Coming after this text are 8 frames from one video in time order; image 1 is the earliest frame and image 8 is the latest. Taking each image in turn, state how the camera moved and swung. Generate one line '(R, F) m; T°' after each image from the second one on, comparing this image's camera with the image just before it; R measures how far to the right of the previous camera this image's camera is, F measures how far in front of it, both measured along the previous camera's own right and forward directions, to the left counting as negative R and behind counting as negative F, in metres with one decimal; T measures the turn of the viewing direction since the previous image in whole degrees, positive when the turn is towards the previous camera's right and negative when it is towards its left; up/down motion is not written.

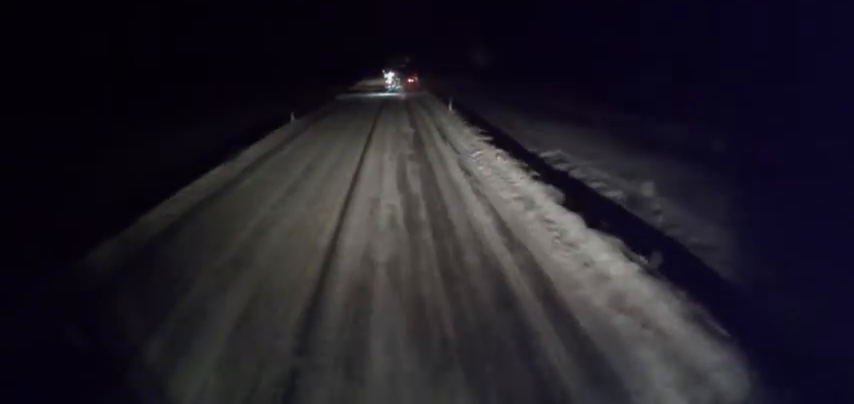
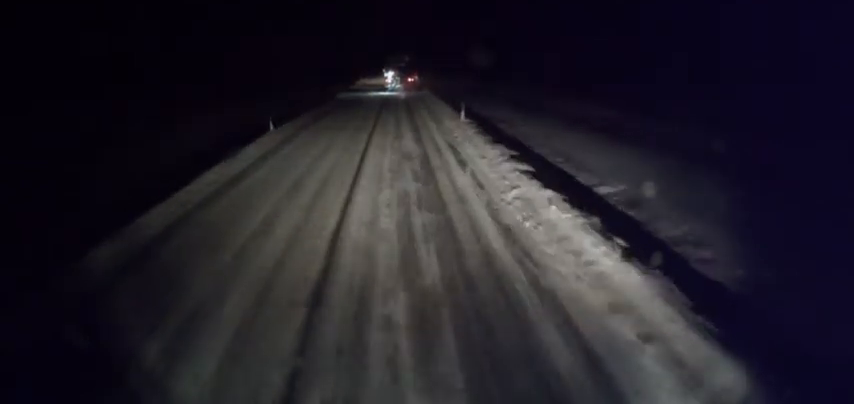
(0.0, +4.6) m; +1°
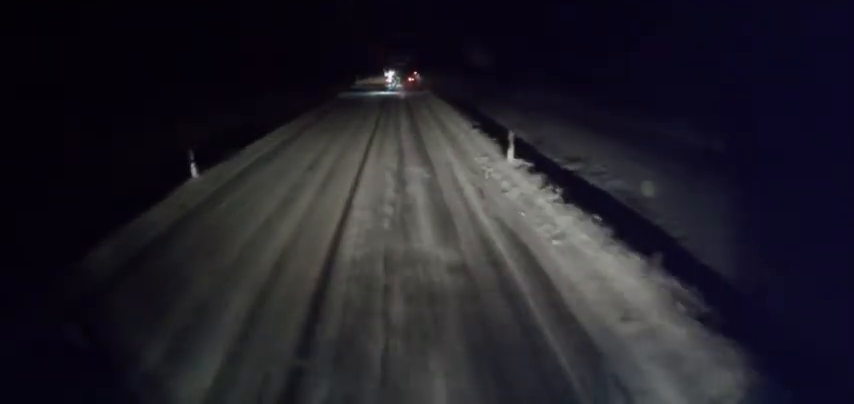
(+0.2, +8.8) m; +1°
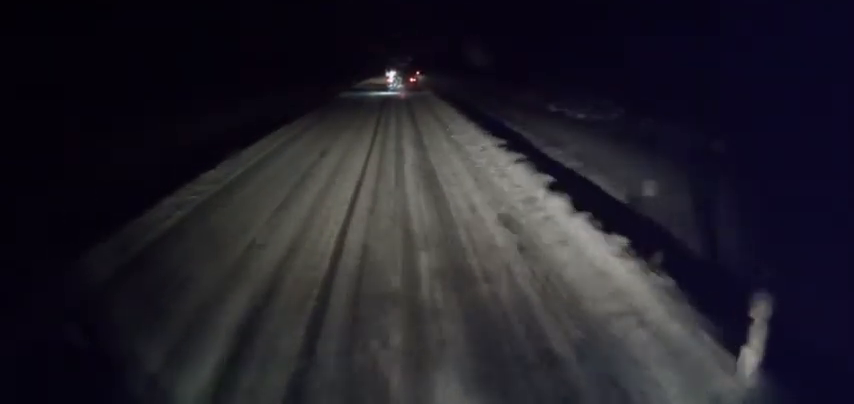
(+0.1, +9.2) m; +1°
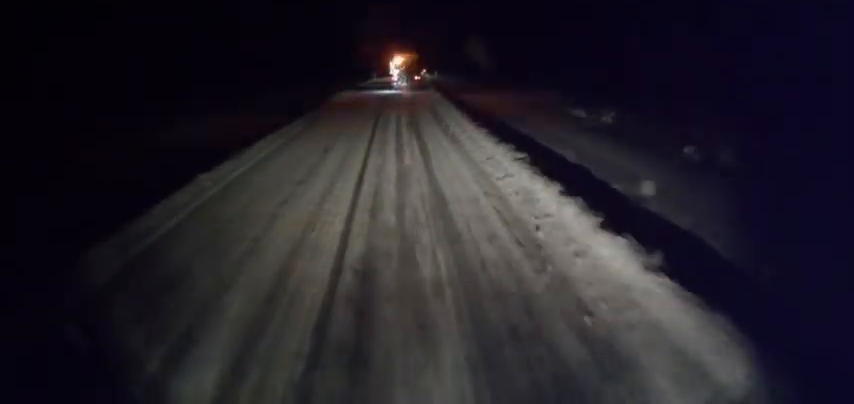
(0.0, +12.9) m; -2°
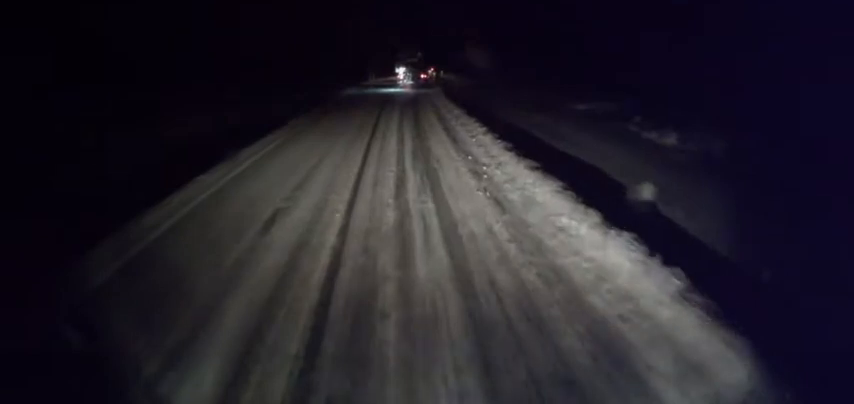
(-0.2, +7.9) m; -1°
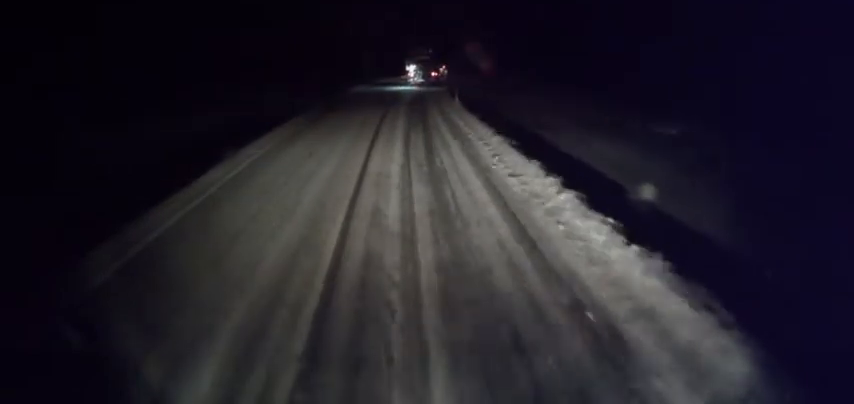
(-0.2, +8.7) m; 0°
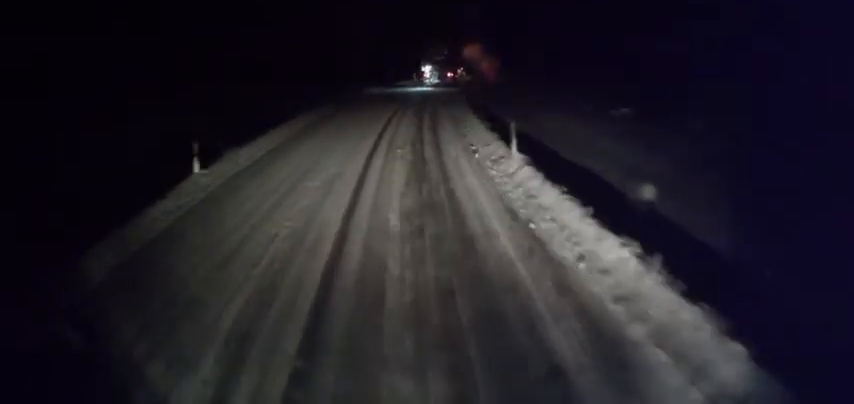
(+0.2, +15.0) m; +1°
